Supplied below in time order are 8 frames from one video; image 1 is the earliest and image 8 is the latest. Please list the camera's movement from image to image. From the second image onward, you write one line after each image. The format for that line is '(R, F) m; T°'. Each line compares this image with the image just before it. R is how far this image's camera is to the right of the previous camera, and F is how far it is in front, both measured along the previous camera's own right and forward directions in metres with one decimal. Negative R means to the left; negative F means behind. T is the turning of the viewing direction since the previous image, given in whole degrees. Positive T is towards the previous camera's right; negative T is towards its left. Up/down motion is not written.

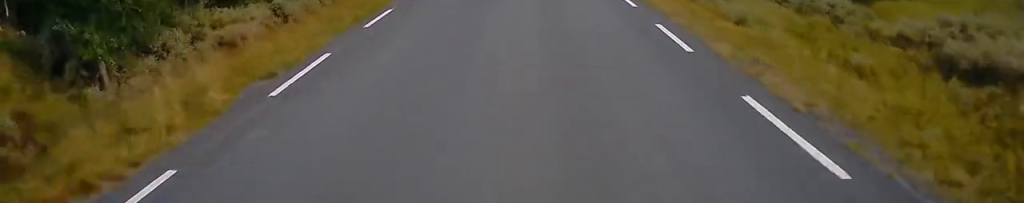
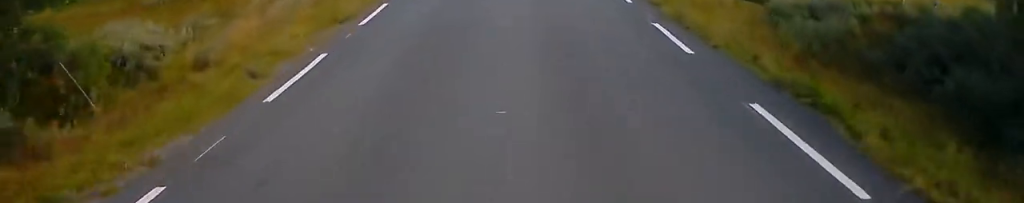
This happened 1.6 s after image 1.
(-0.4, +24.1) m; -2°
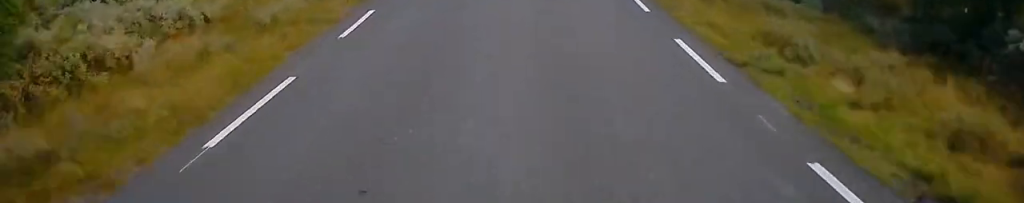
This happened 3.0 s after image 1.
(+0.5, +19.8) m; +2°
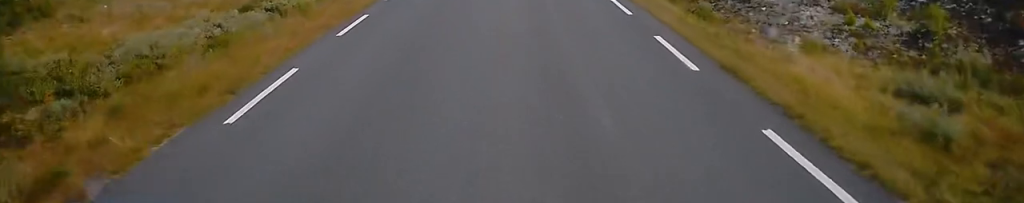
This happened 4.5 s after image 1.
(-0.3, +22.7) m; -2°
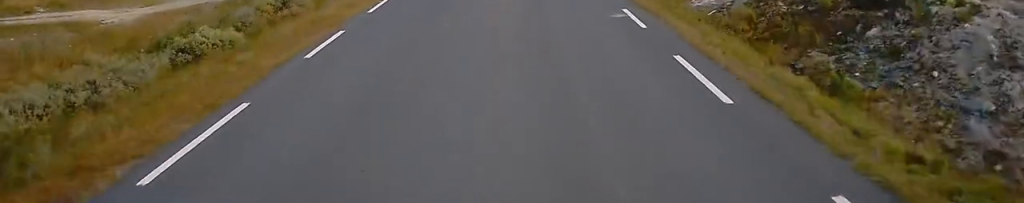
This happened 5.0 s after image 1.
(0.0, +8.1) m; +1°
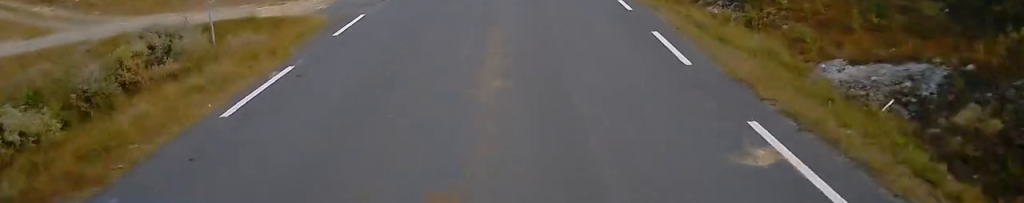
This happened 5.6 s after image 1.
(0.0, +9.7) m; +1°
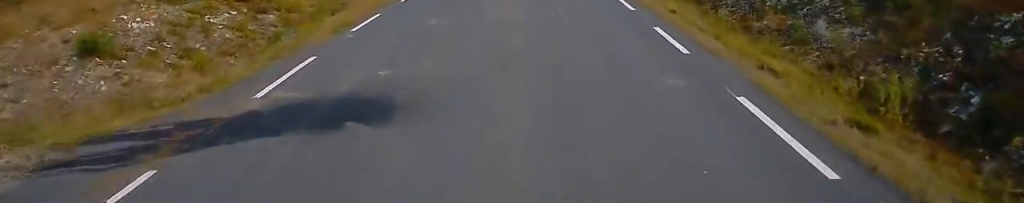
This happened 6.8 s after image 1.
(+0.2, +16.9) m; -1°
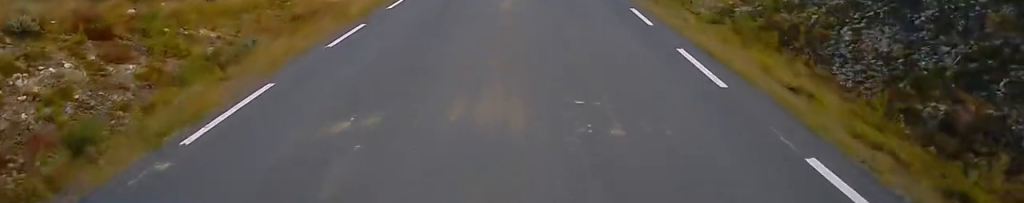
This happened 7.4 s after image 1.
(-0.2, +8.3) m; -1°
